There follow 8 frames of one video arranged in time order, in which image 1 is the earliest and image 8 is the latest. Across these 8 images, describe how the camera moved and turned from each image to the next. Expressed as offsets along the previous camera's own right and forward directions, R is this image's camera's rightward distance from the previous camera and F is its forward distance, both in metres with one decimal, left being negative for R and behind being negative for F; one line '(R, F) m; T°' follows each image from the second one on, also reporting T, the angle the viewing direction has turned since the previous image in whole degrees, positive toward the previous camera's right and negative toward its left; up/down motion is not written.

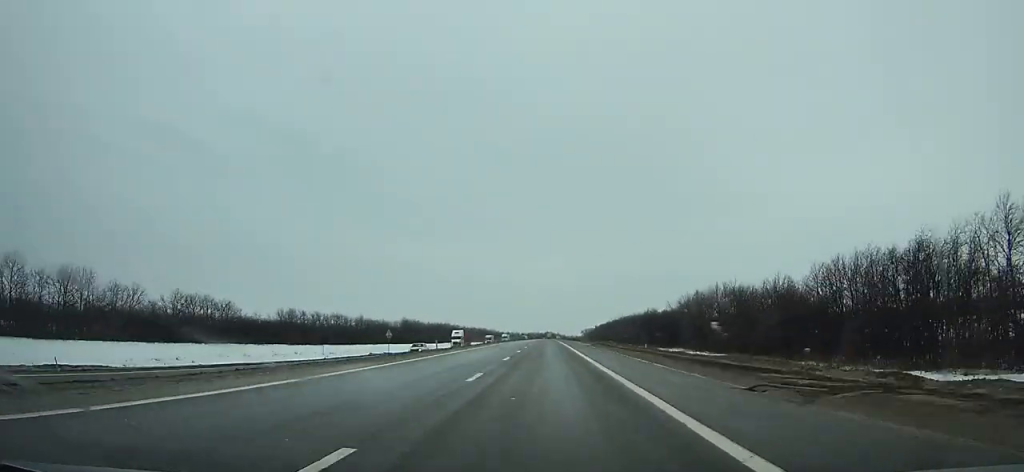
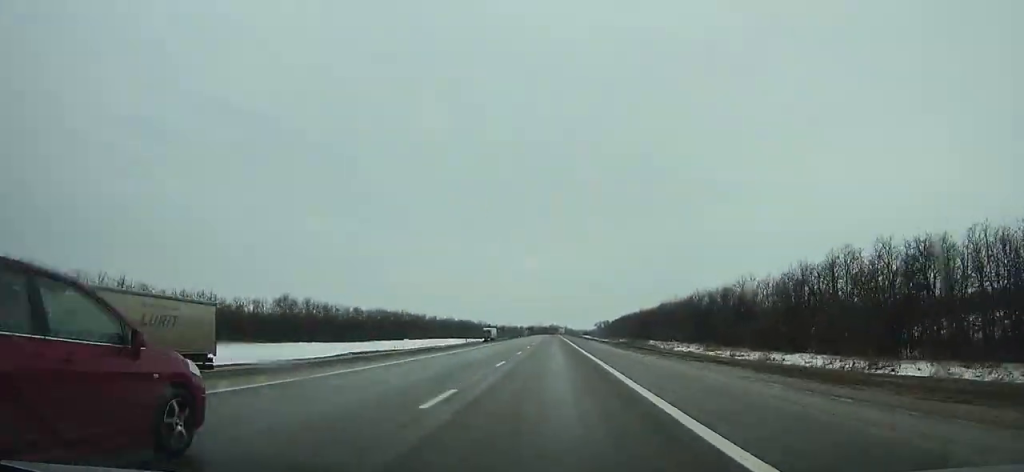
(0.0, +139.0) m; 0°
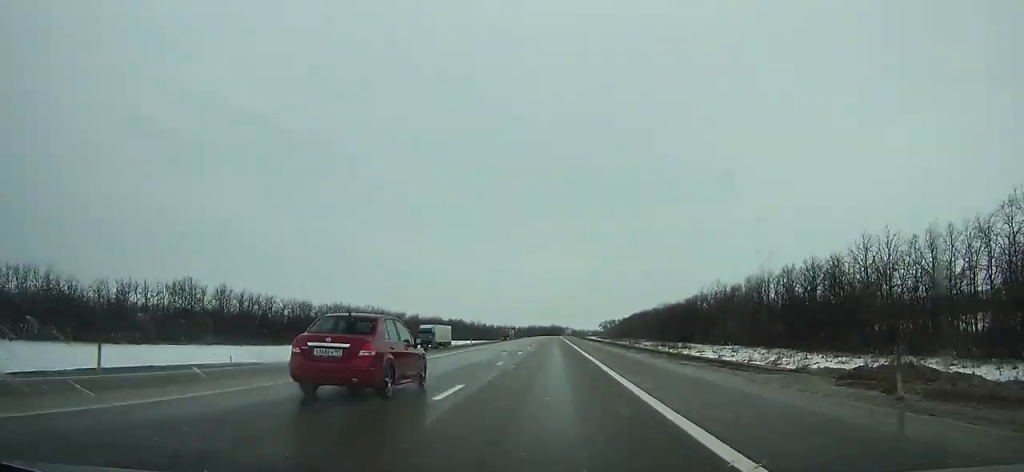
(0.0, +46.7) m; 0°
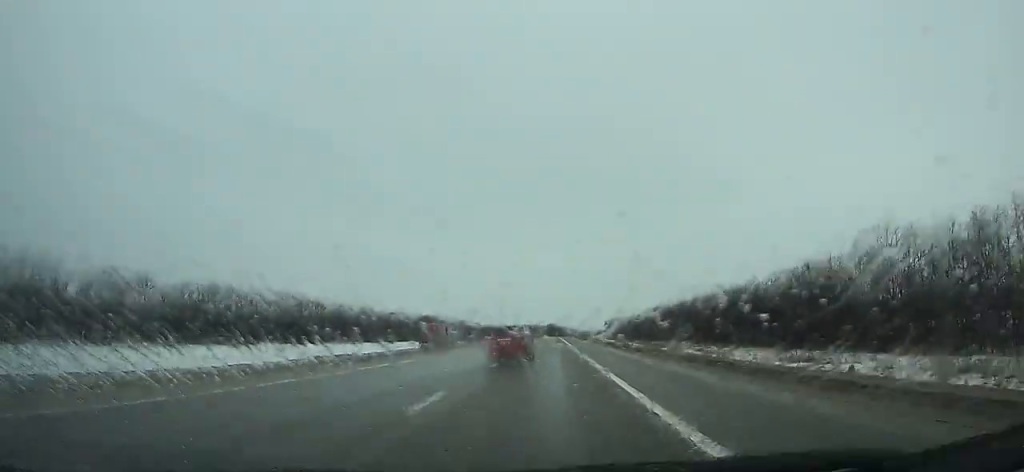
(+0.1, +73.5) m; 0°
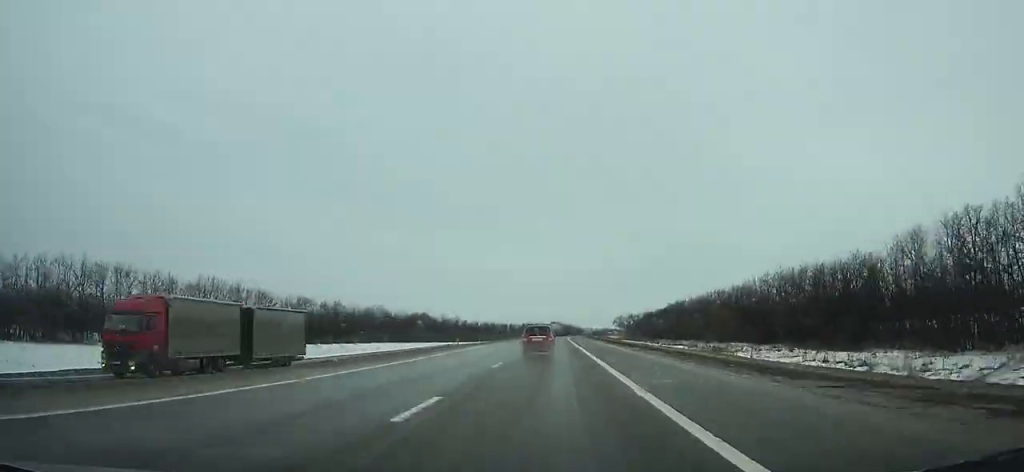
(-0.1, +37.1) m; 0°
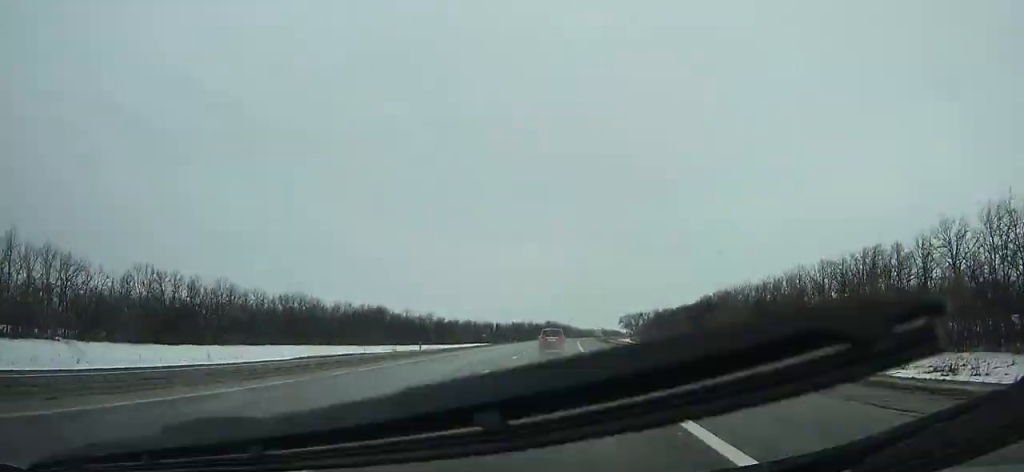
(+0.1, +63.6) m; +1°
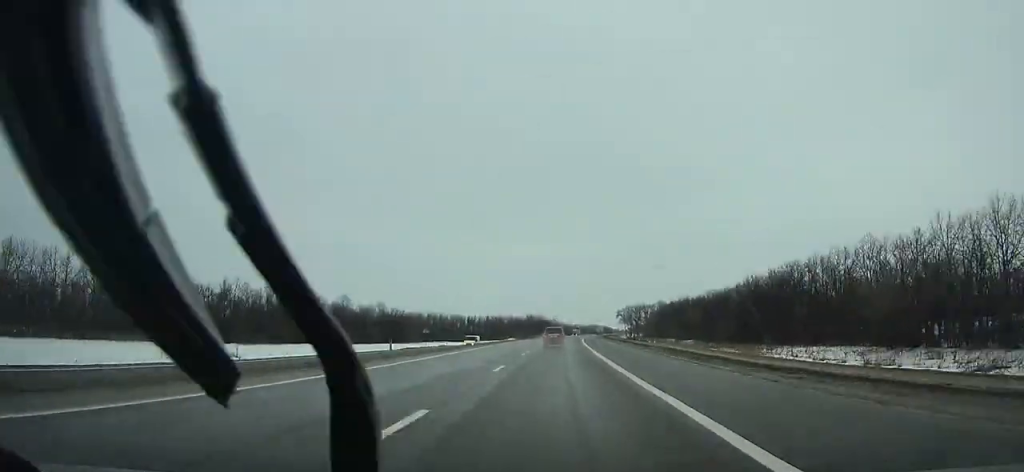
(0.0, +58.4) m; +1°
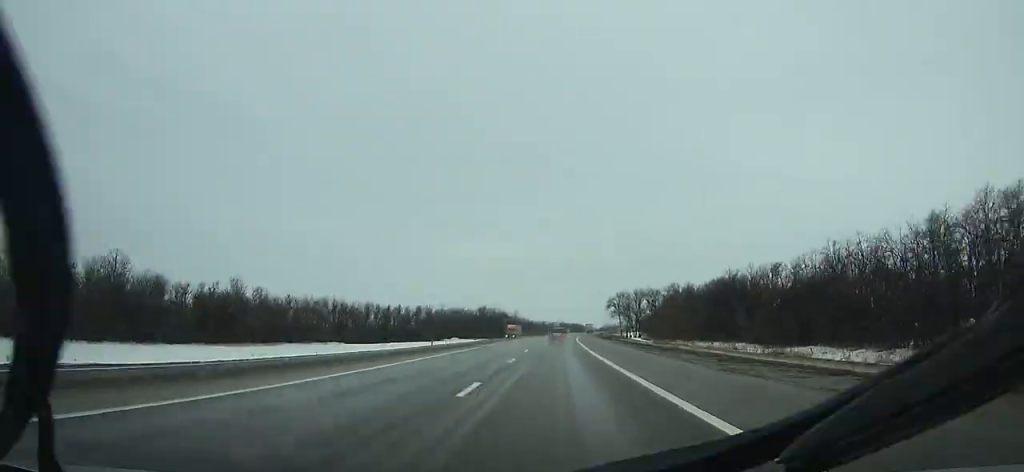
(+2.6, +89.8) m; +3°
